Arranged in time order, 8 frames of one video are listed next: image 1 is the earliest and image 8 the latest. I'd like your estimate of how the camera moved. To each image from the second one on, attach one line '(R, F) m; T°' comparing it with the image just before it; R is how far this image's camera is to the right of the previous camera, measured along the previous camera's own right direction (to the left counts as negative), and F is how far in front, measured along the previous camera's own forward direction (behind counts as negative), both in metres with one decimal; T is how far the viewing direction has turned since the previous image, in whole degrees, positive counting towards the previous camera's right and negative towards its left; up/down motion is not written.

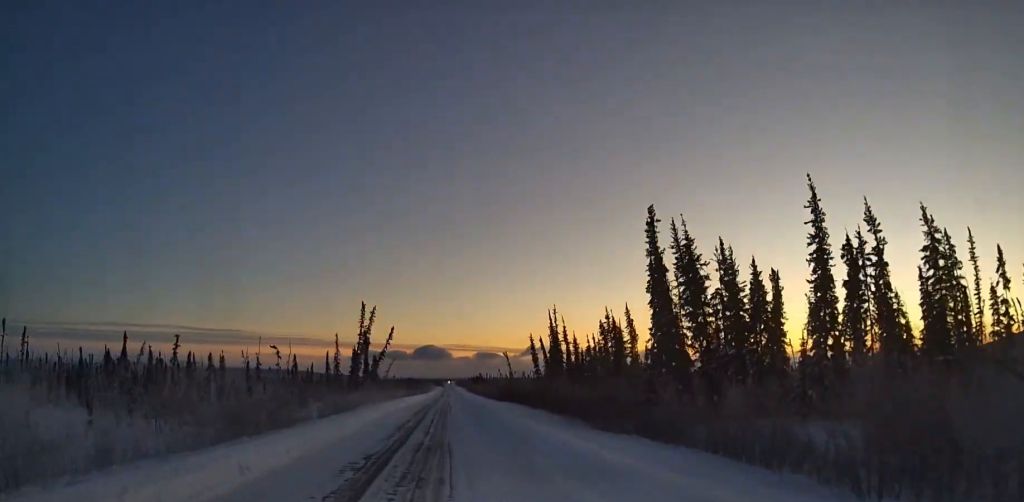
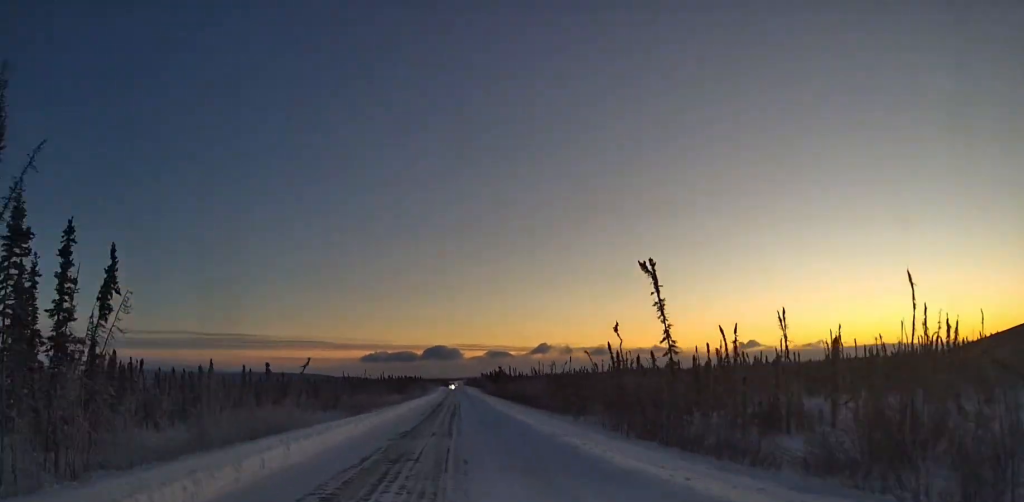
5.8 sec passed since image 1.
(+0.8, +105.7) m; 0°
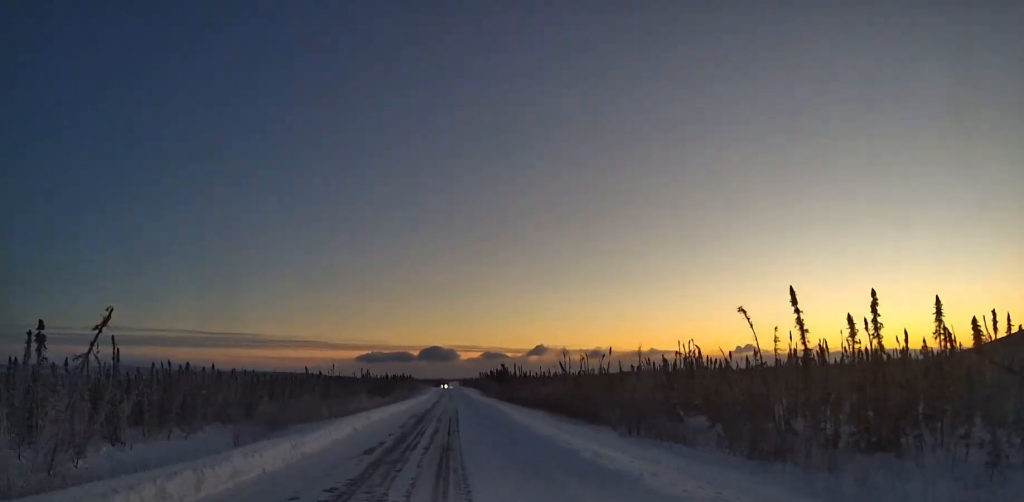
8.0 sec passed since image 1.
(0.0, +37.8) m; 0°
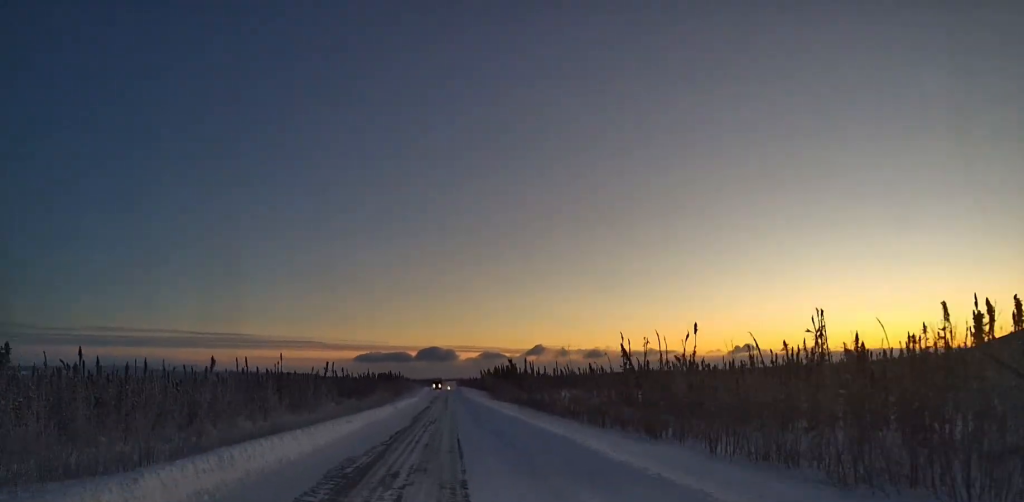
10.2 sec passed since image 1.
(0.0, +36.4) m; 0°
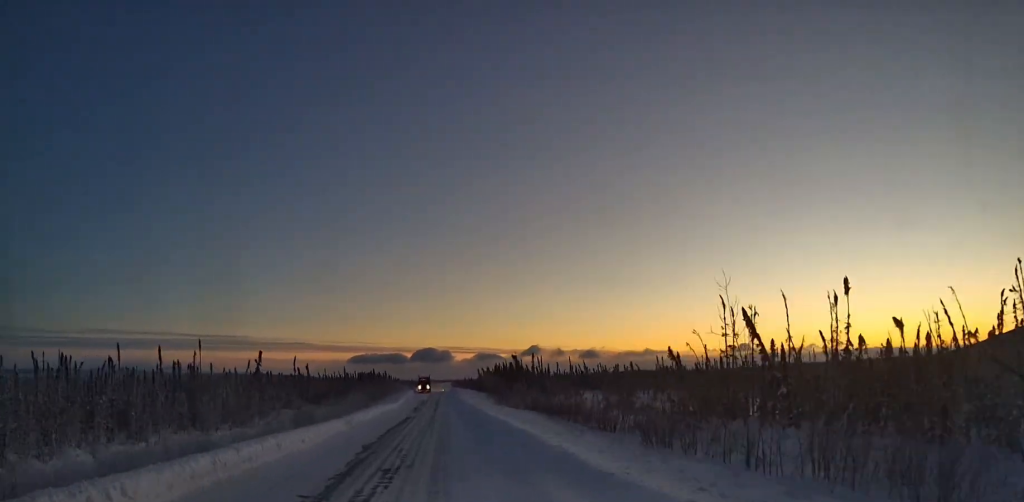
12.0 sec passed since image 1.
(0.0, +27.9) m; 0°
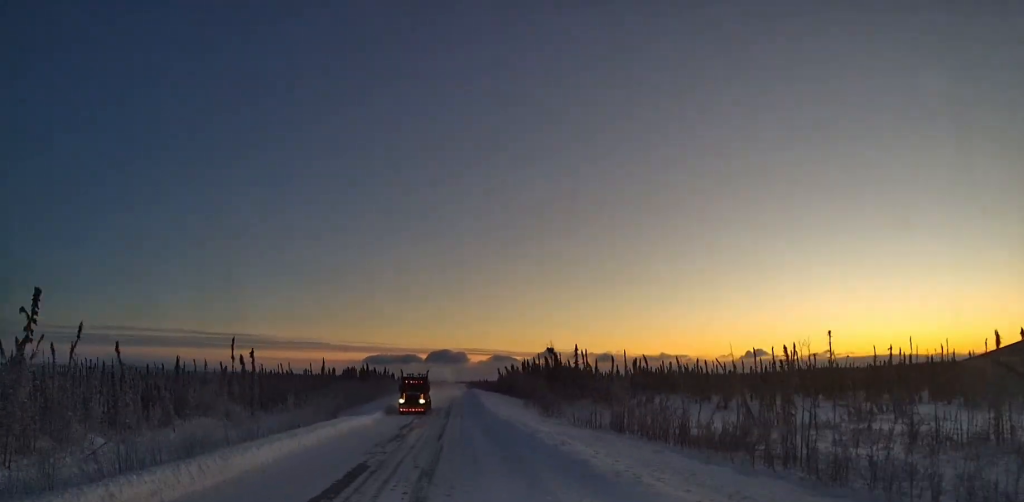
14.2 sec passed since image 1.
(+0.2, +34.9) m; 0°
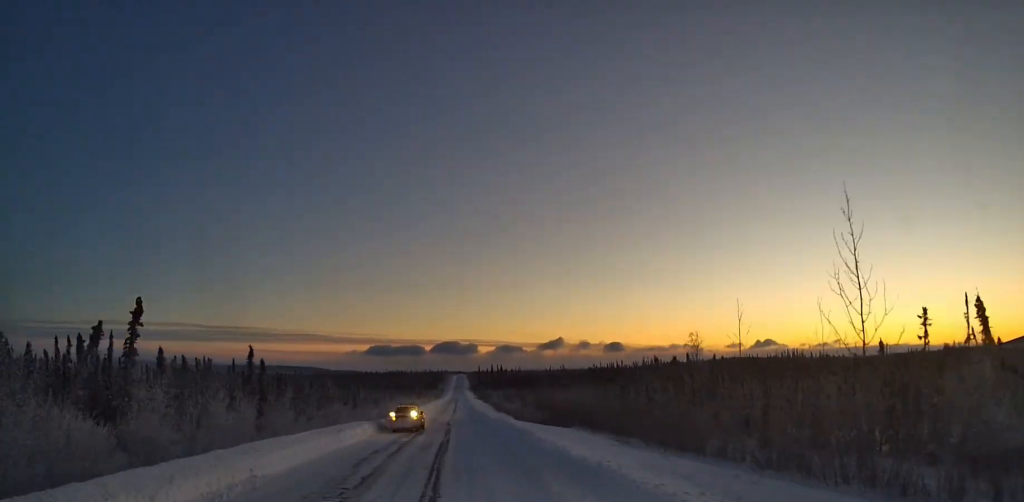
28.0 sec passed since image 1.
(+0.1, +230.4) m; 0°
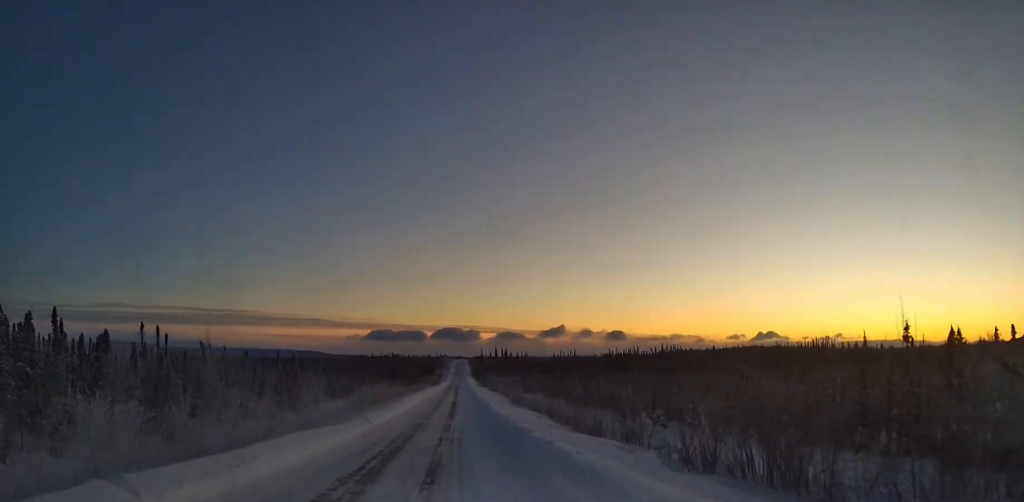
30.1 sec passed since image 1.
(-0.5, +40.9) m; 0°
